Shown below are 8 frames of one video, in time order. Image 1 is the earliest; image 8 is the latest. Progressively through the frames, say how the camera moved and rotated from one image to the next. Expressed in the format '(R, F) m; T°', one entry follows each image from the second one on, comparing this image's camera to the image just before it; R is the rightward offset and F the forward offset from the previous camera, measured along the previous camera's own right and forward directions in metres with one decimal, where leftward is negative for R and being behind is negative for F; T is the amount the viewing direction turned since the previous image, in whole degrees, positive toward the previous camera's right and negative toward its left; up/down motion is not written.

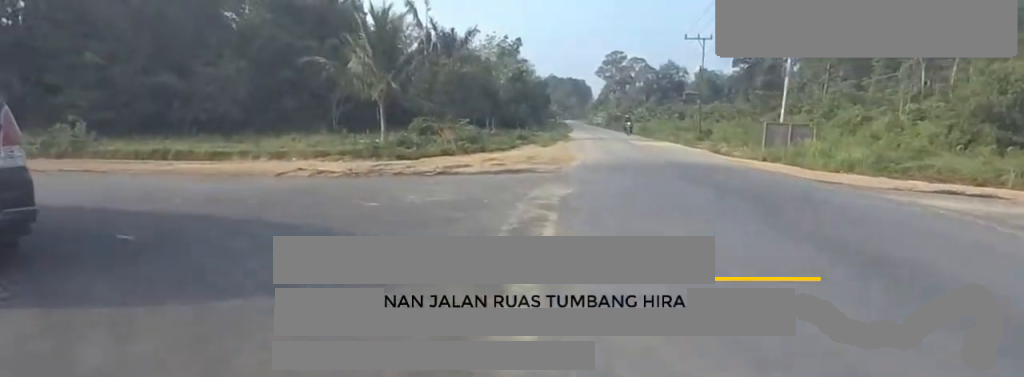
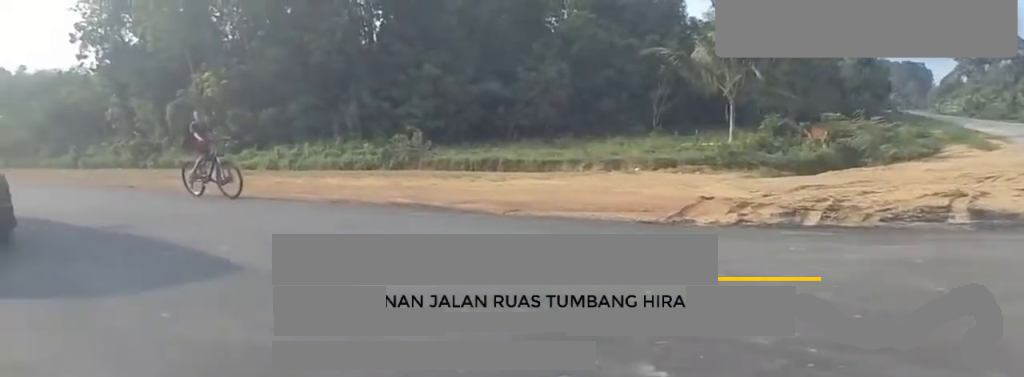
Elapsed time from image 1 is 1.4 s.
(-2.1, +5.0) m; -27°
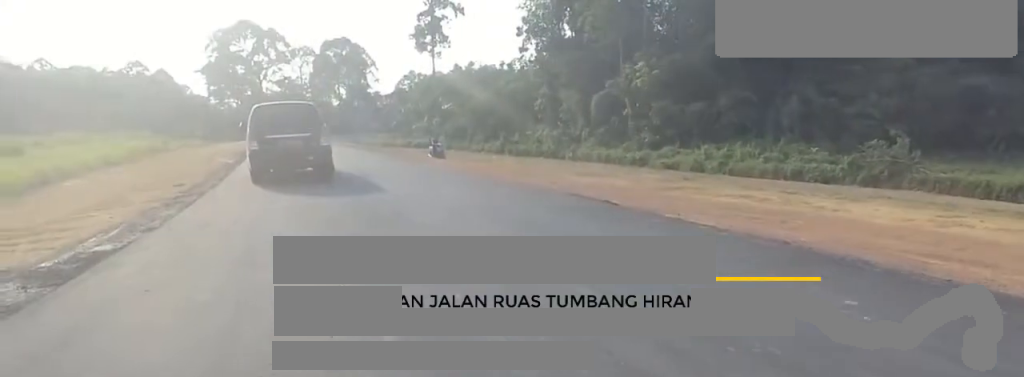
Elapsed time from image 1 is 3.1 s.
(-0.2, +6.1) m; -21°
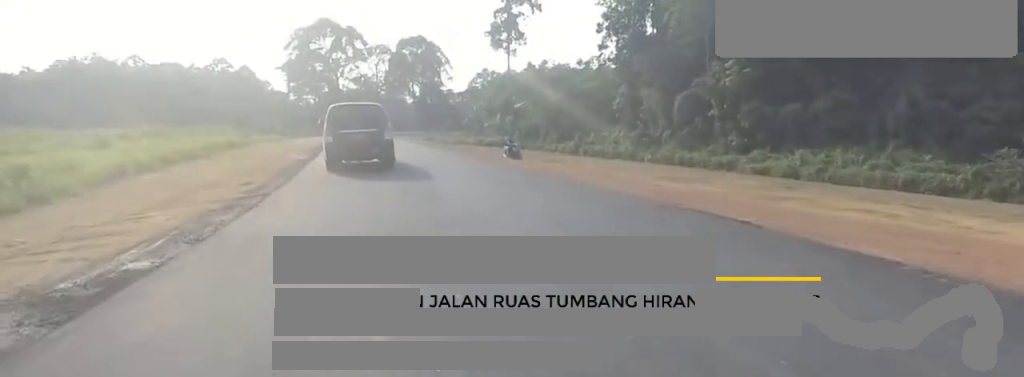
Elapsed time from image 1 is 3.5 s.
(-0.3, +1.6) m; -10°
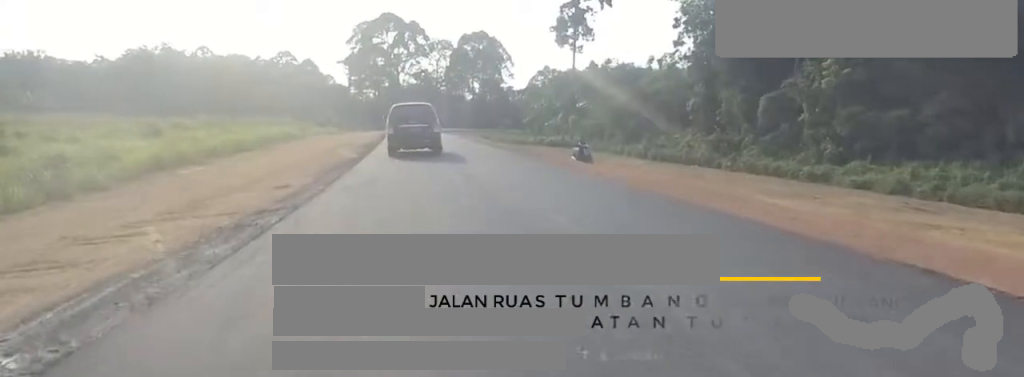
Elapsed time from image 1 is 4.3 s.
(0.0, +3.0) m; -1°
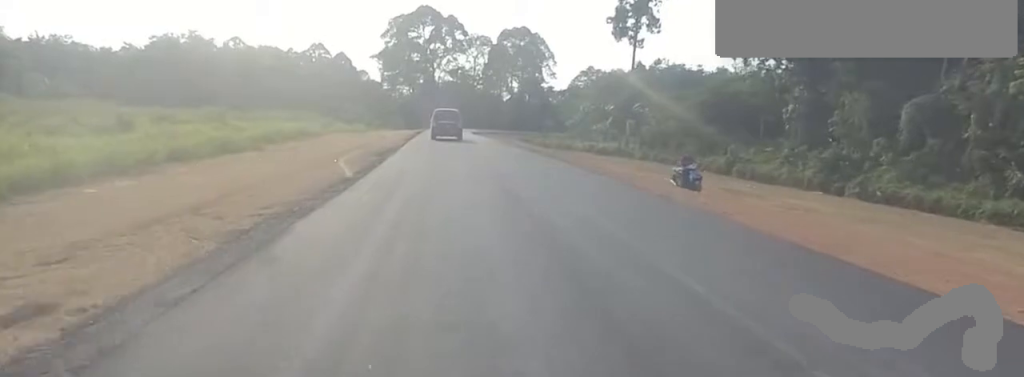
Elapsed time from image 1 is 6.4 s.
(0.0, +10.0) m; 0°
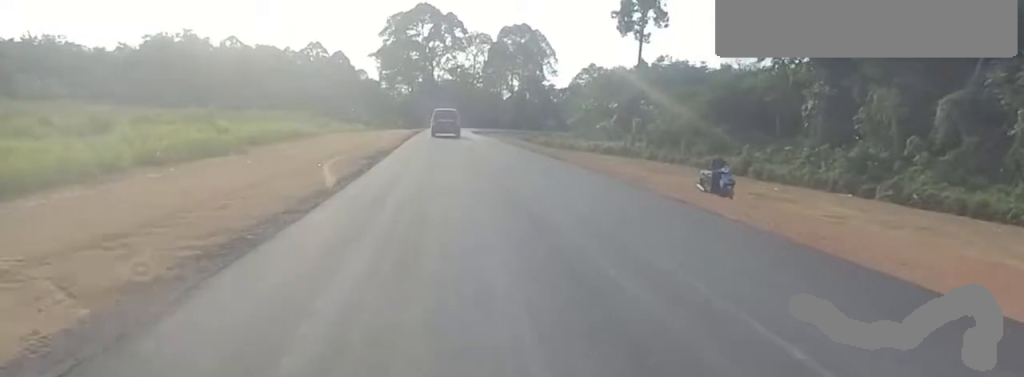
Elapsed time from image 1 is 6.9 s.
(0.0, +2.3) m; 0°
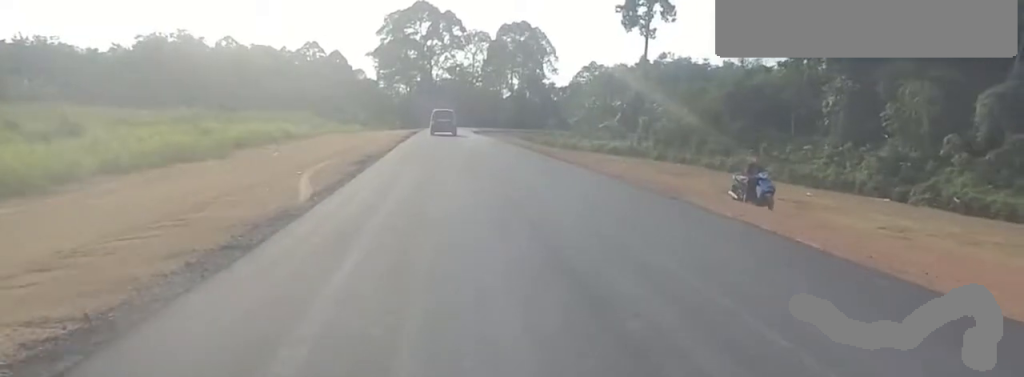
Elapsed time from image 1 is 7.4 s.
(0.0, +2.3) m; 0°
